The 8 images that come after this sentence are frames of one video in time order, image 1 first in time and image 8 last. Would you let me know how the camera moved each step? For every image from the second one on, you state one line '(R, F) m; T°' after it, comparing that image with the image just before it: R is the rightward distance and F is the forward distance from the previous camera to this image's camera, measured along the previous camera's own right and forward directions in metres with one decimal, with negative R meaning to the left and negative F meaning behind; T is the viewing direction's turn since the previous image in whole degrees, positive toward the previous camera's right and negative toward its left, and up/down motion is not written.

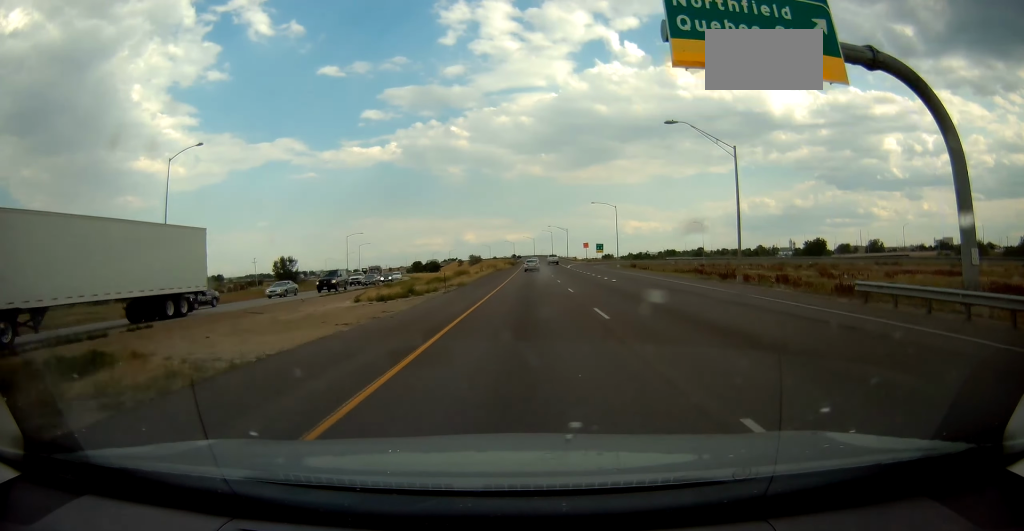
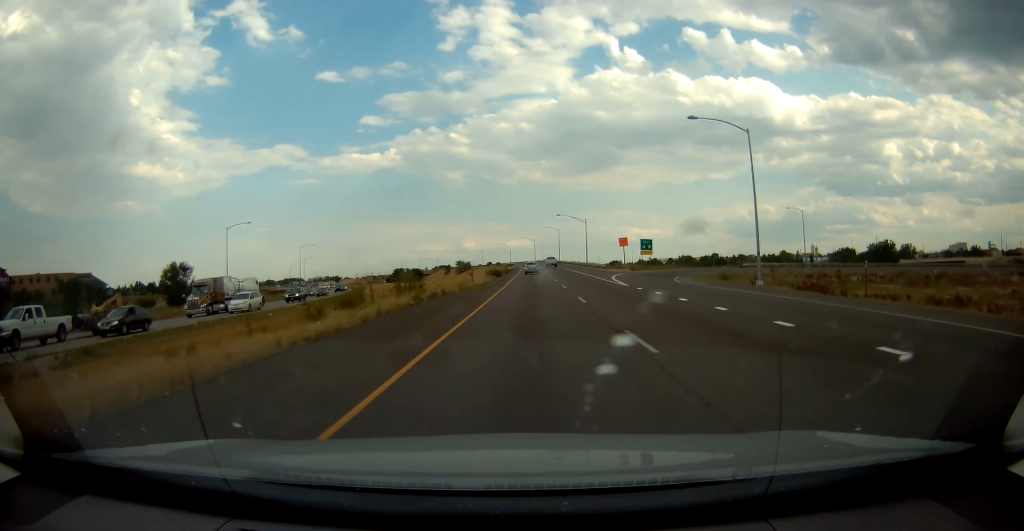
(+0.1, +54.9) m; 0°
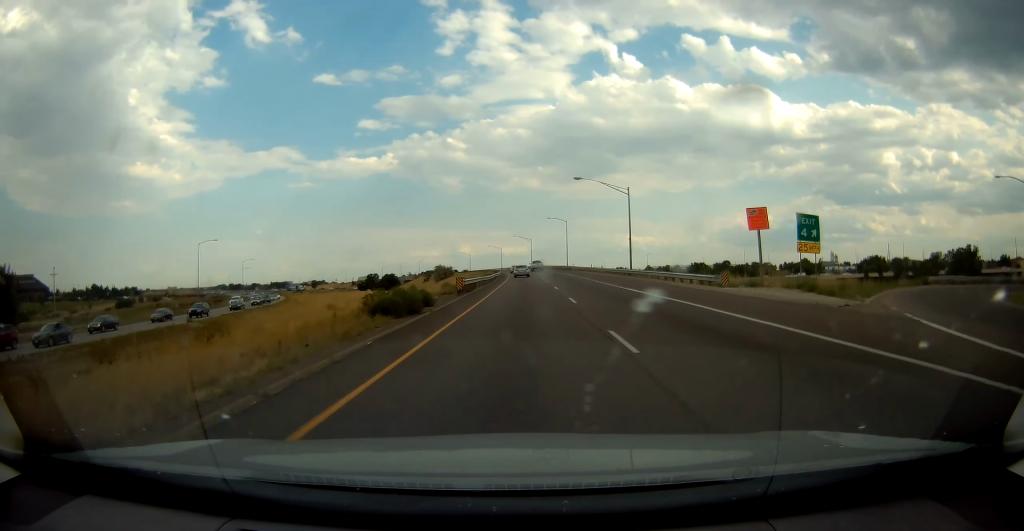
(+0.3, +49.1) m; 0°
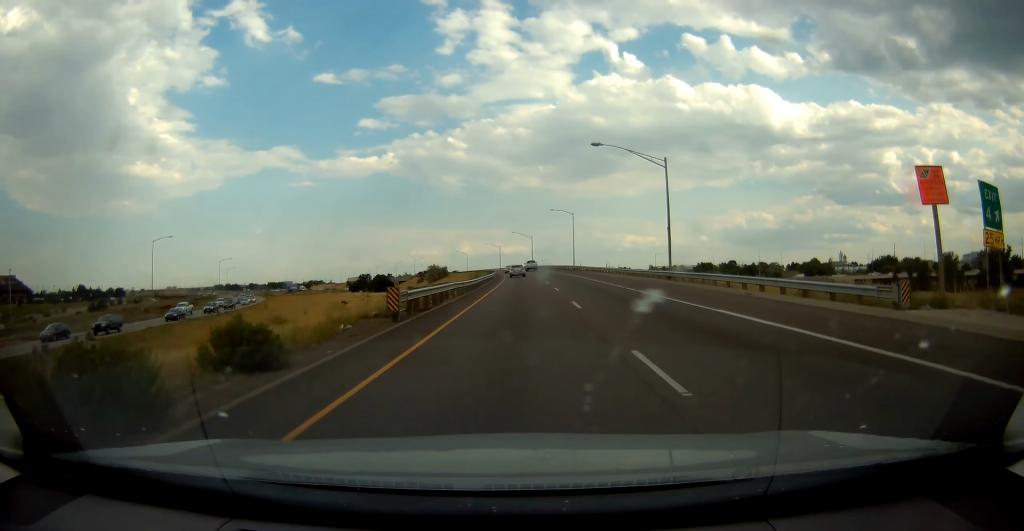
(-0.3, +15.5) m; -1°
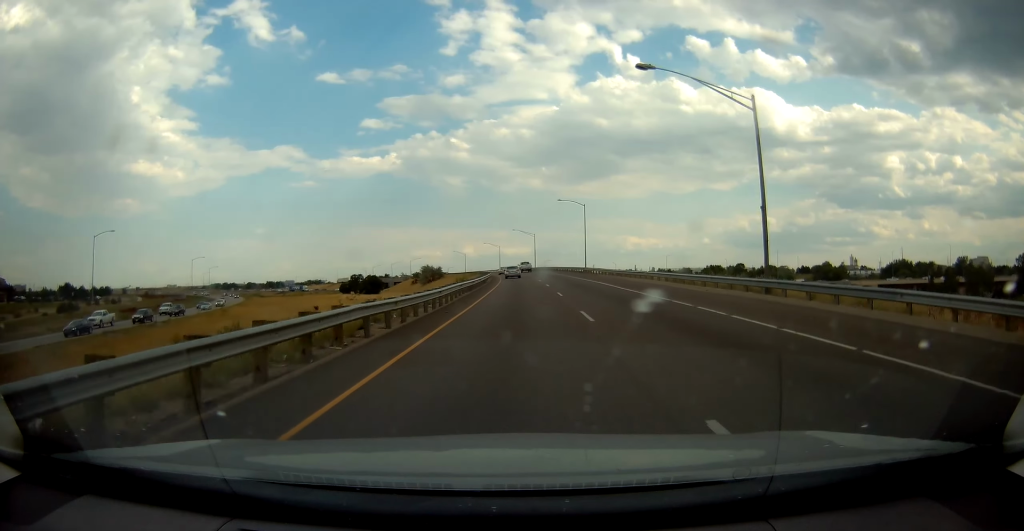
(-0.1, +16.5) m; 0°
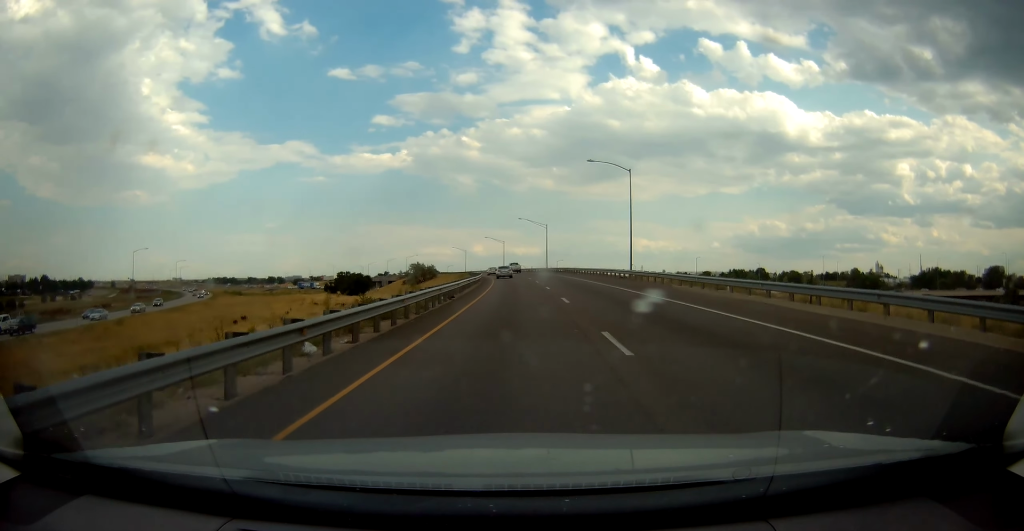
(0.0, +30.1) m; -1°
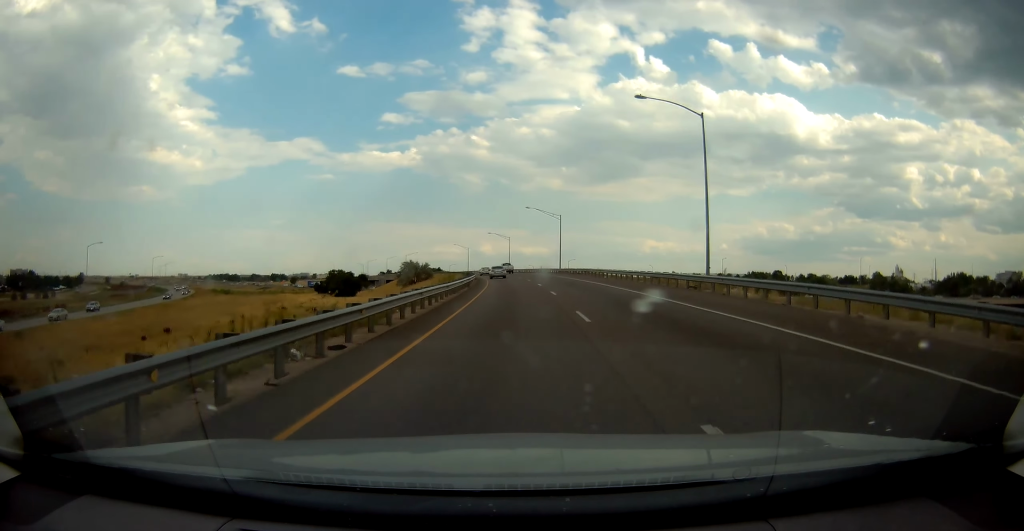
(0.0, +19.4) m; -1°
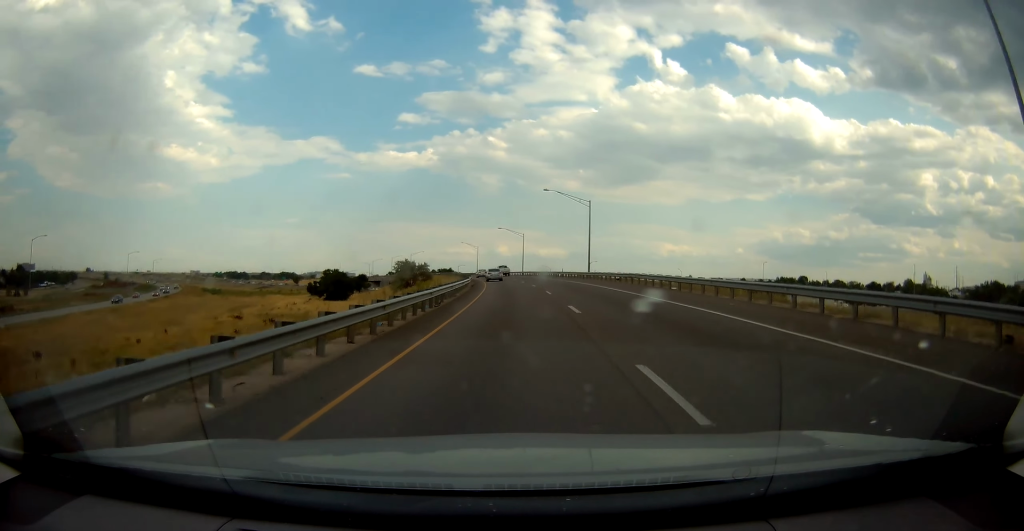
(-0.4, +21.3) m; -2°
